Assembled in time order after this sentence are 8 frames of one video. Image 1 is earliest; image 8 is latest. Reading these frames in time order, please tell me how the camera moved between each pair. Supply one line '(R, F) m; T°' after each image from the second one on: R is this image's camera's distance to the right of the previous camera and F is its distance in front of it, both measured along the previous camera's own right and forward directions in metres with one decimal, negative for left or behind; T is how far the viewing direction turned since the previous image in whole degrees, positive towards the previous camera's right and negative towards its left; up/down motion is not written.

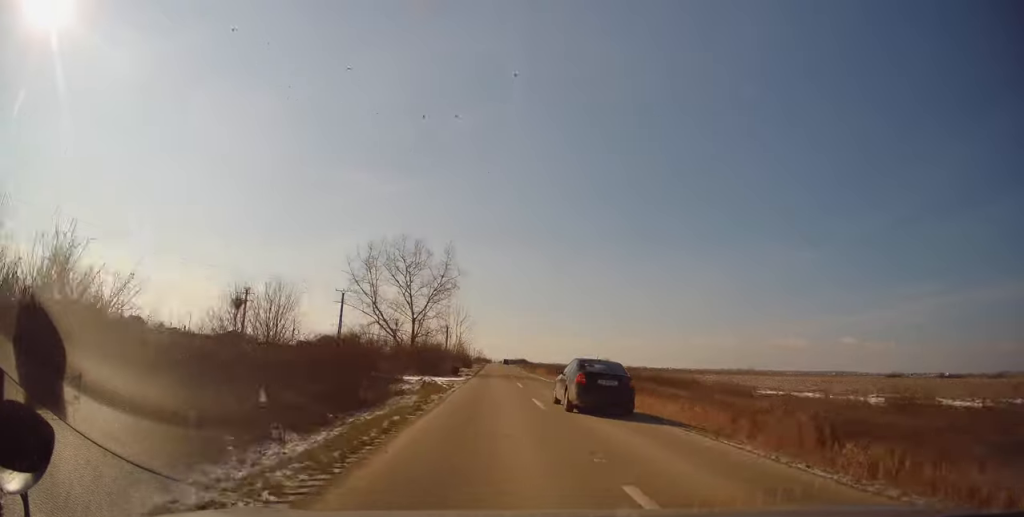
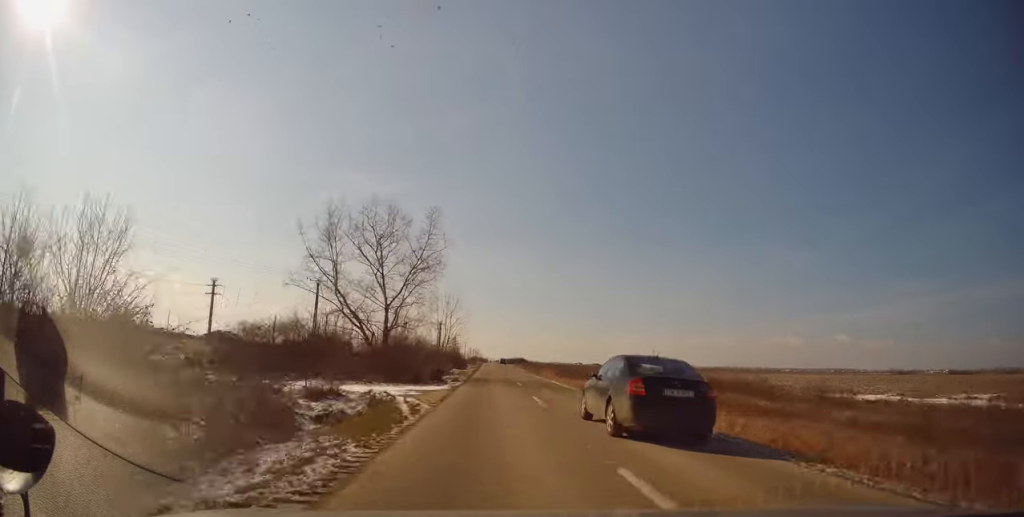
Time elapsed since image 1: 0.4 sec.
(+0.2, +11.2) m; +1°
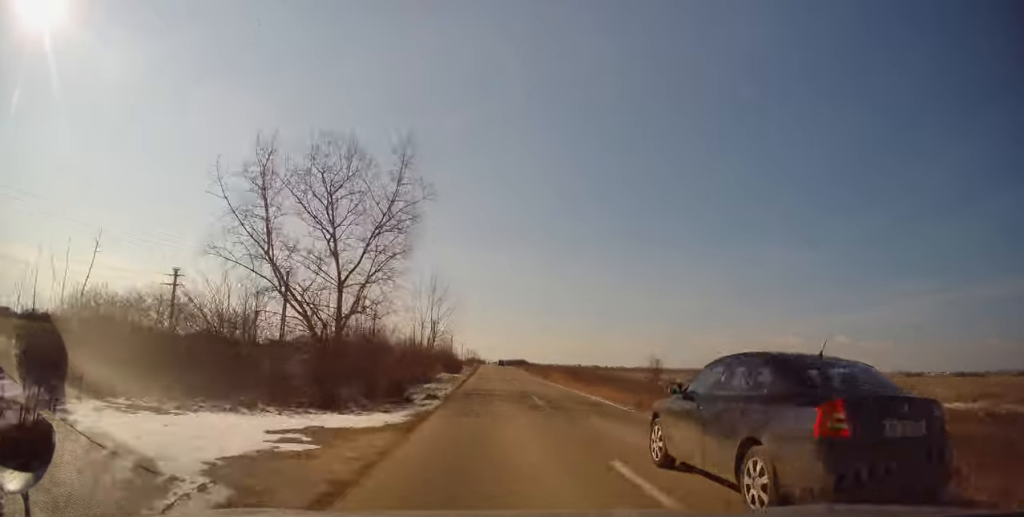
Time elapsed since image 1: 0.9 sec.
(+0.1, +11.3) m; +1°
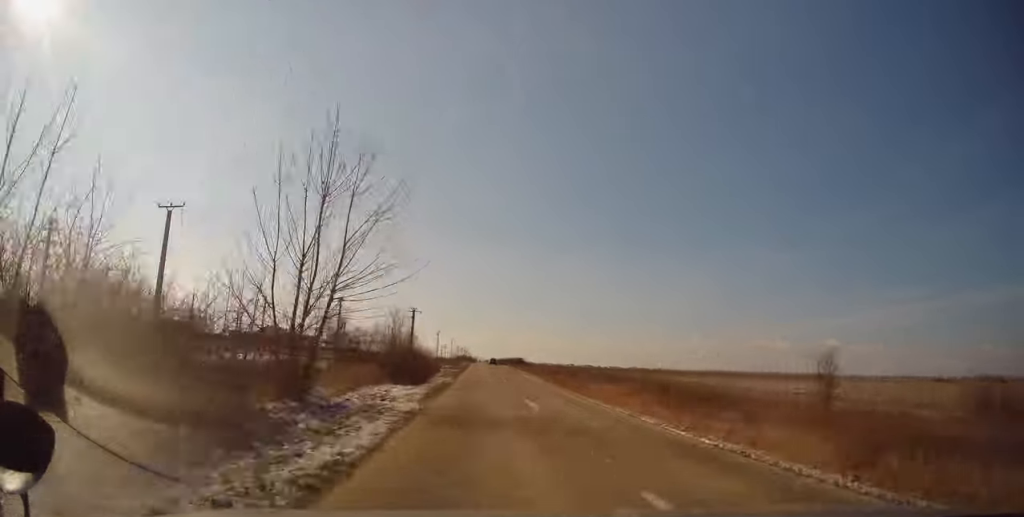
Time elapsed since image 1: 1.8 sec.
(+0.1, +25.5) m; 0°
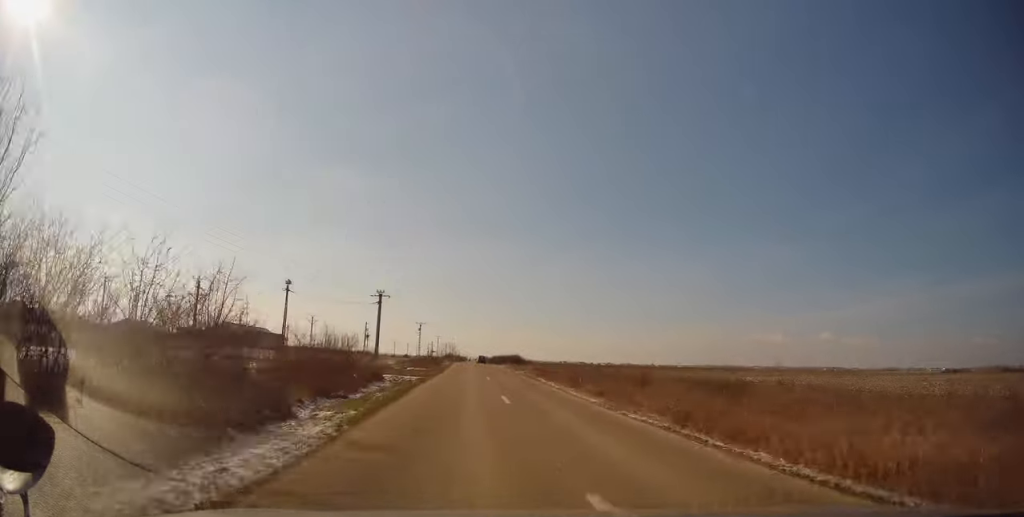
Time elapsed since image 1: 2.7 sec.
(+0.1, +23.9) m; 0°
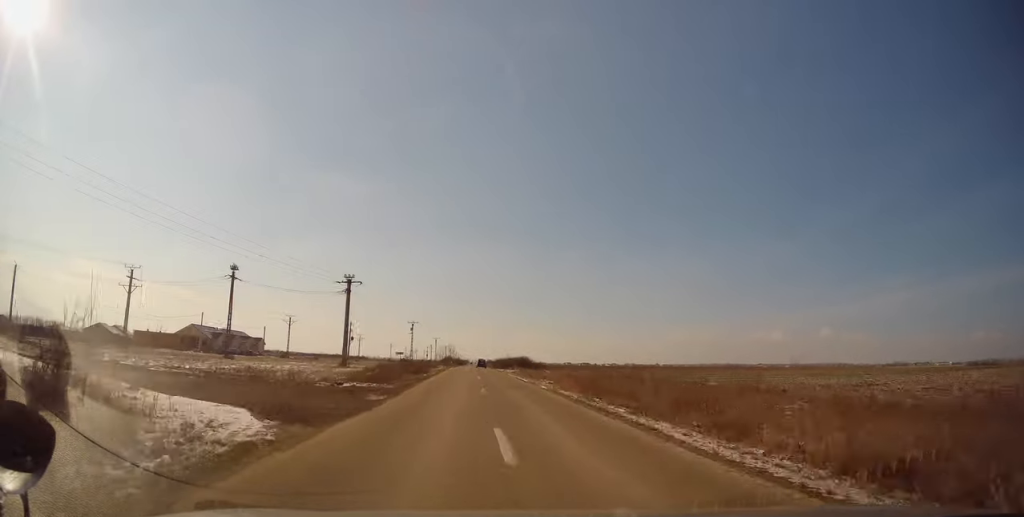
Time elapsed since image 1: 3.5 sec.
(-0.1, +19.5) m; +1°
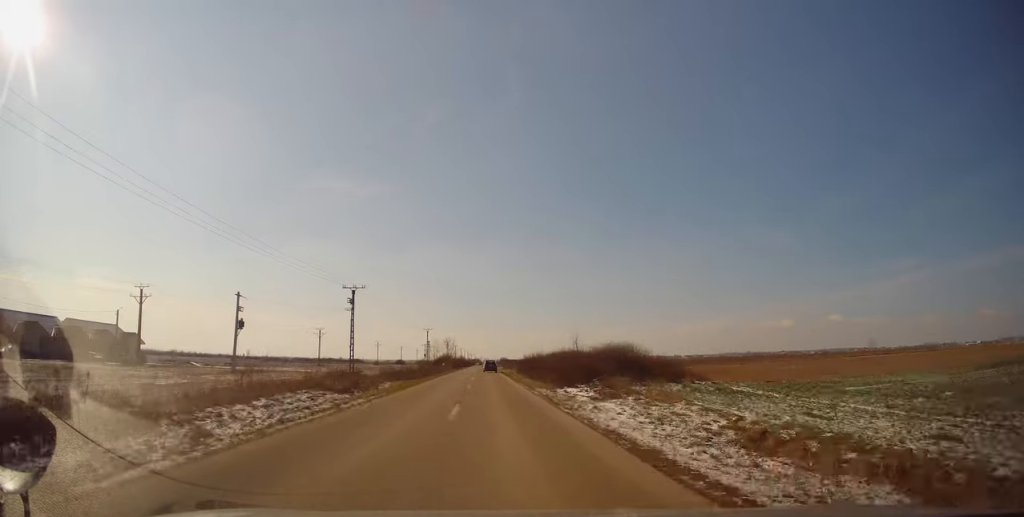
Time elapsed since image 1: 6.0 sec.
(-0.3, +67.6) m; -1°
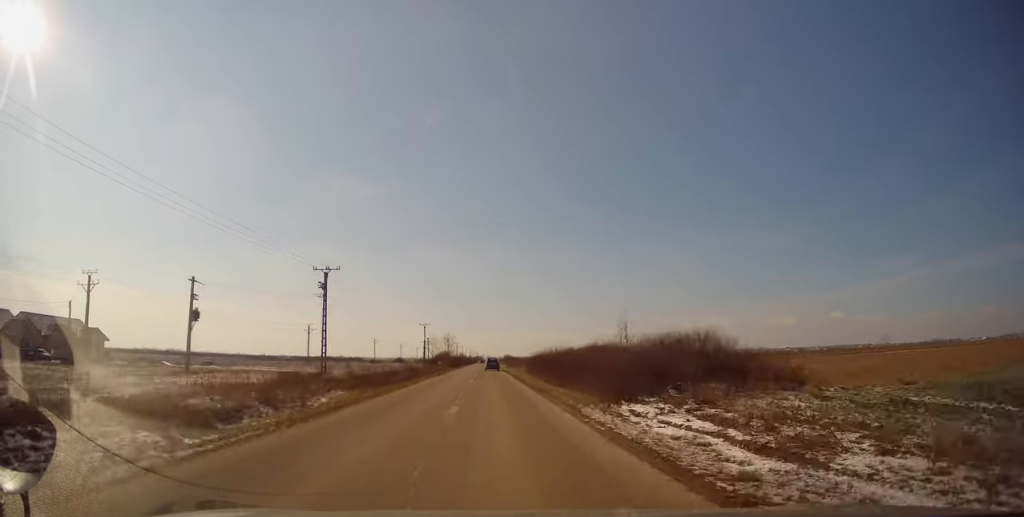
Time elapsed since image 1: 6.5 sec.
(0.0, +12.4) m; 0°
